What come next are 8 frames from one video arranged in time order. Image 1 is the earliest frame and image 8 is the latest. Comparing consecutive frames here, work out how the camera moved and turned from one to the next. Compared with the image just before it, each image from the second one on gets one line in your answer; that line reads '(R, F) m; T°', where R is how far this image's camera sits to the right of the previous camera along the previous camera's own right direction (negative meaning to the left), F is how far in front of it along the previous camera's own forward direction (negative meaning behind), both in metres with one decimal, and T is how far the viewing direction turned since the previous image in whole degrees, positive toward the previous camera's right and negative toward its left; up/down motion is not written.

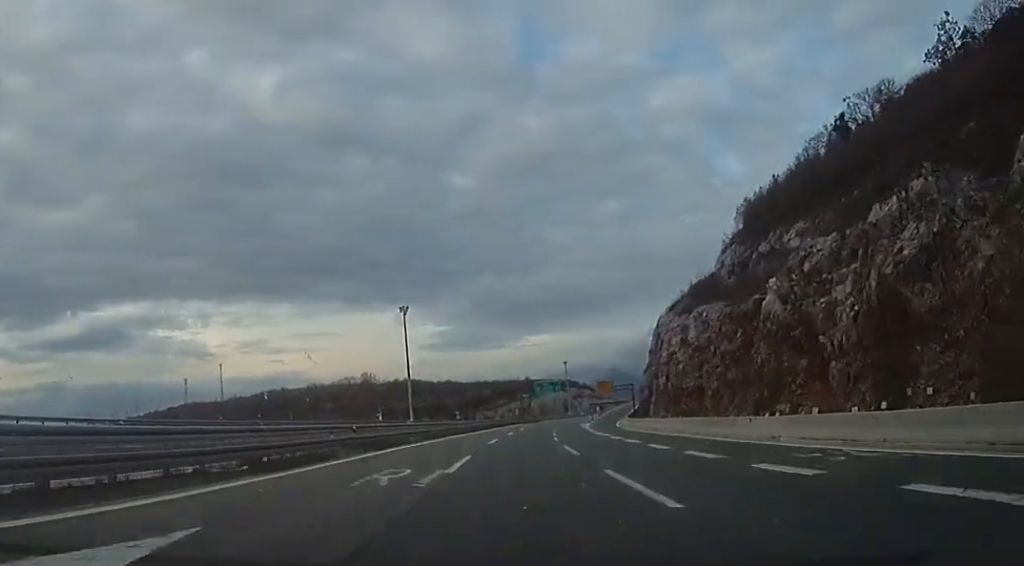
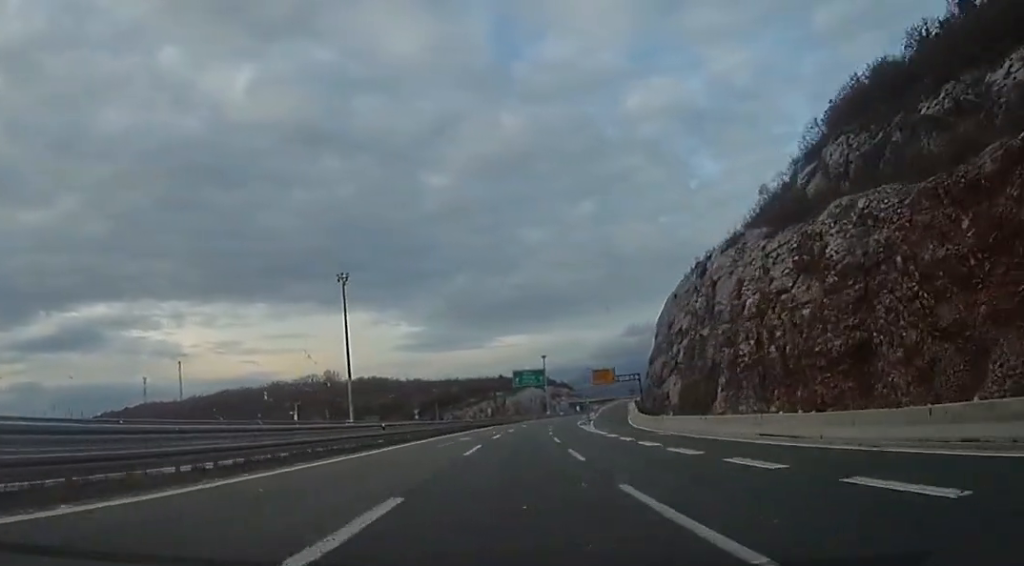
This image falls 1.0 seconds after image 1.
(+1.7, +28.6) m; +5°
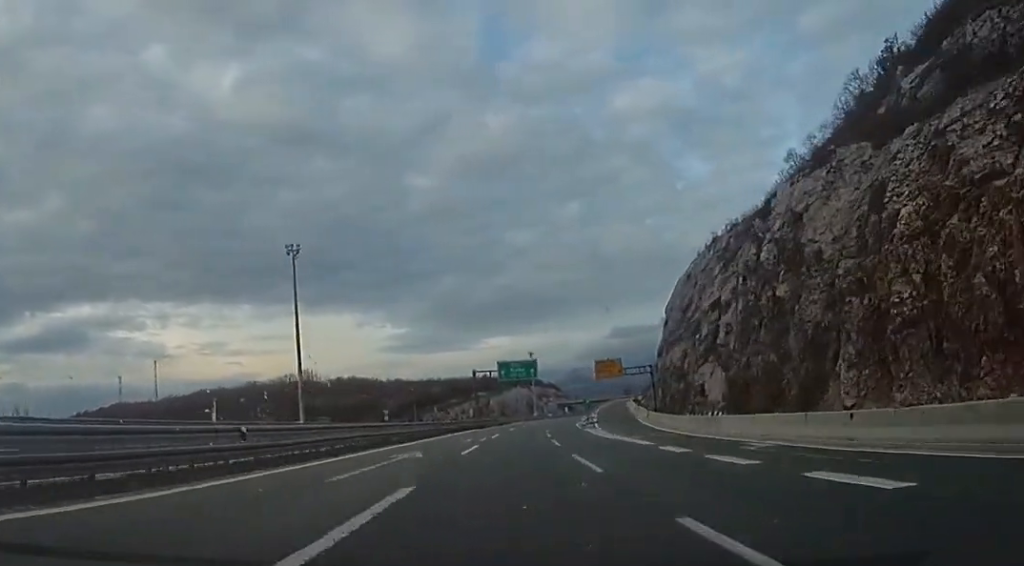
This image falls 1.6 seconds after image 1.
(+0.5, +16.7) m; 0°
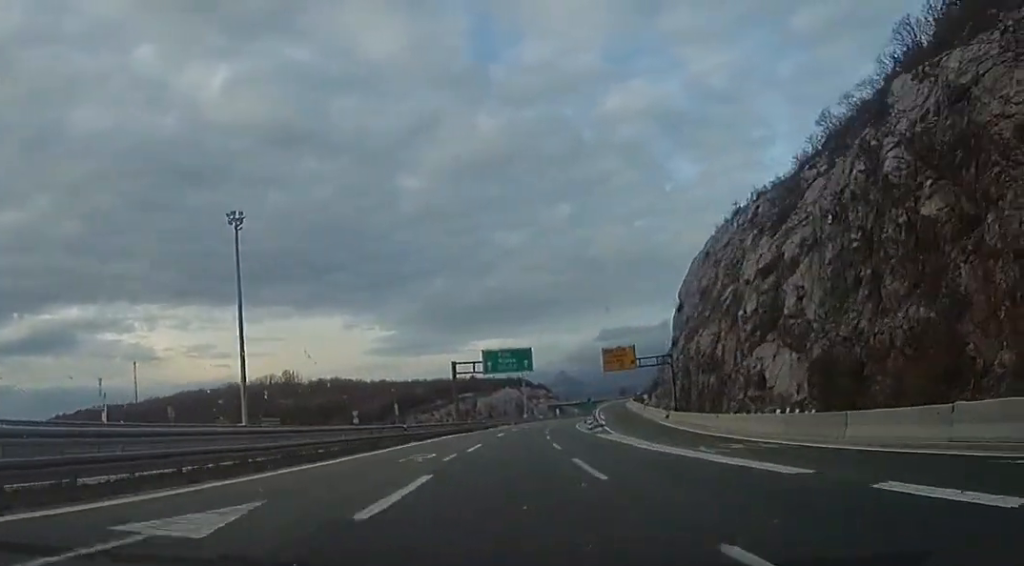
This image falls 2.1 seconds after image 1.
(0.0, +14.3) m; 0°
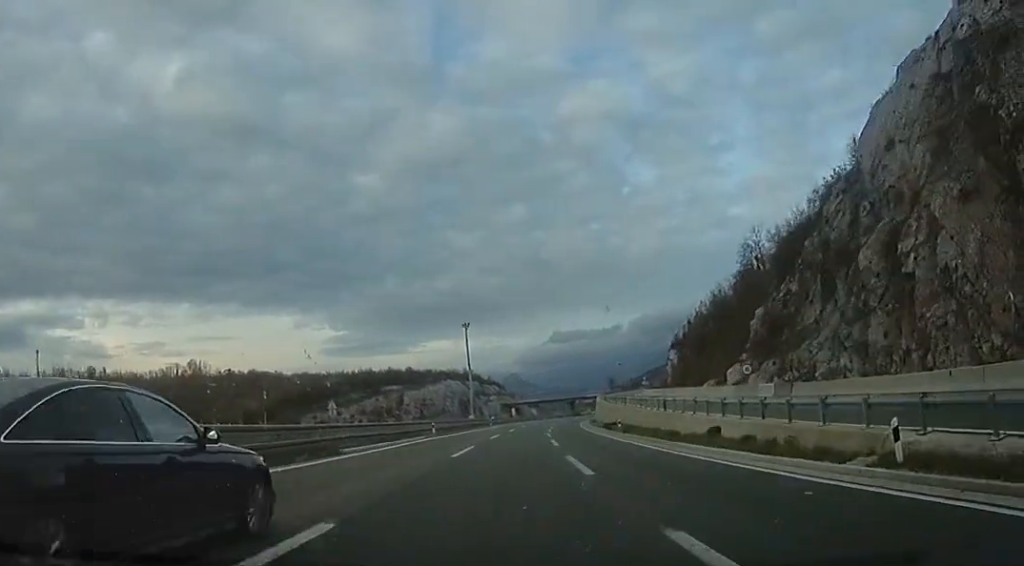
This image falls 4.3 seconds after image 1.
(+2.9, +63.9) m; +6°
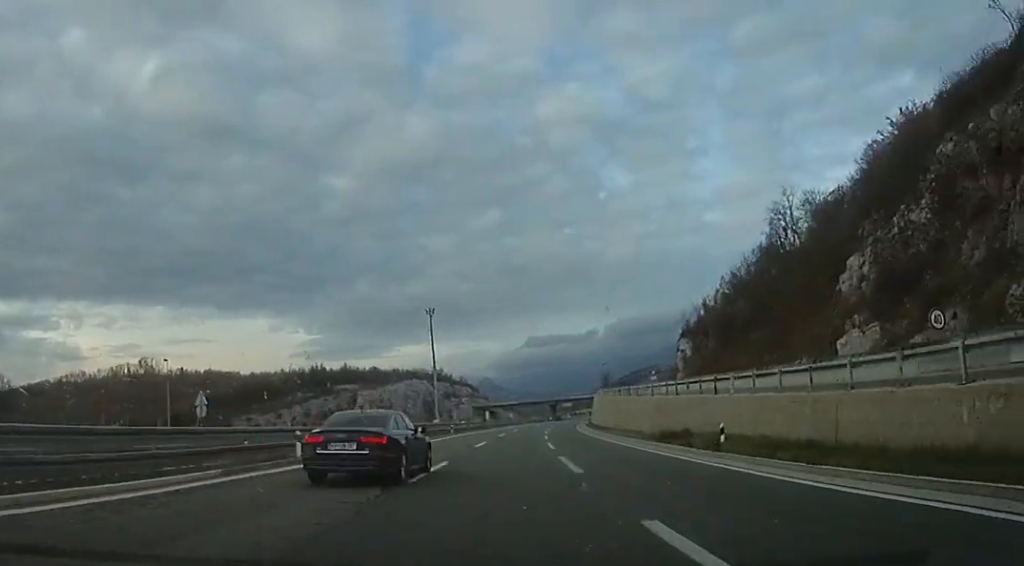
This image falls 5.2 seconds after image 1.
(+0.2, +25.2) m; +2°
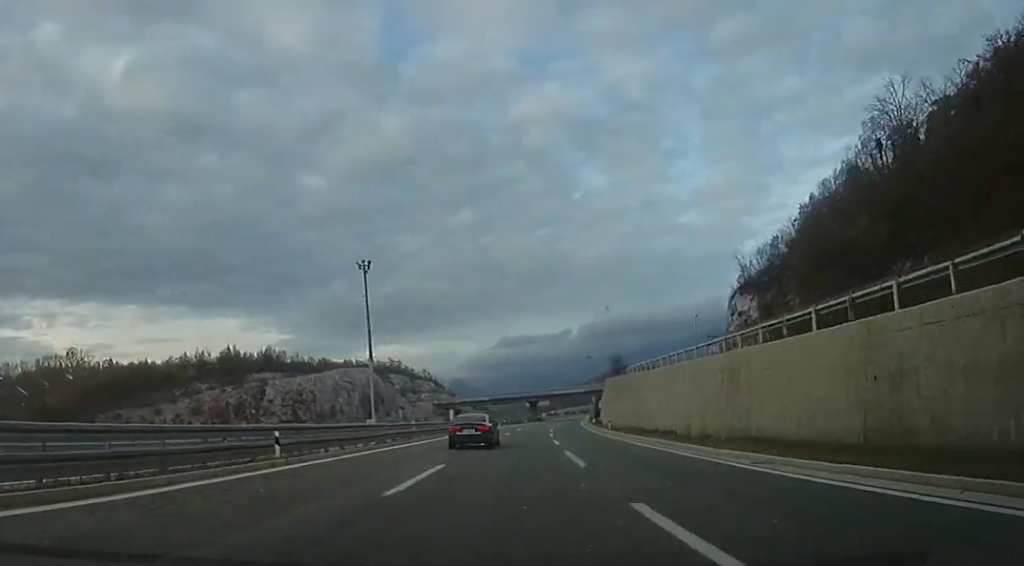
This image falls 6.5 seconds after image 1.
(+0.7, +37.8) m; +2°
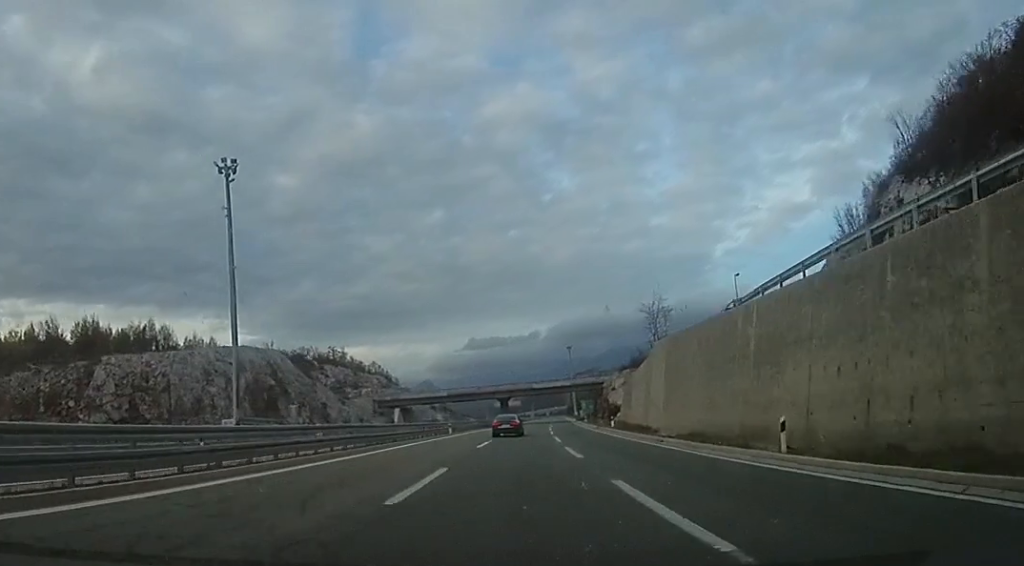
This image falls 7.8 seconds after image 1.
(+1.0, +36.8) m; +4°
